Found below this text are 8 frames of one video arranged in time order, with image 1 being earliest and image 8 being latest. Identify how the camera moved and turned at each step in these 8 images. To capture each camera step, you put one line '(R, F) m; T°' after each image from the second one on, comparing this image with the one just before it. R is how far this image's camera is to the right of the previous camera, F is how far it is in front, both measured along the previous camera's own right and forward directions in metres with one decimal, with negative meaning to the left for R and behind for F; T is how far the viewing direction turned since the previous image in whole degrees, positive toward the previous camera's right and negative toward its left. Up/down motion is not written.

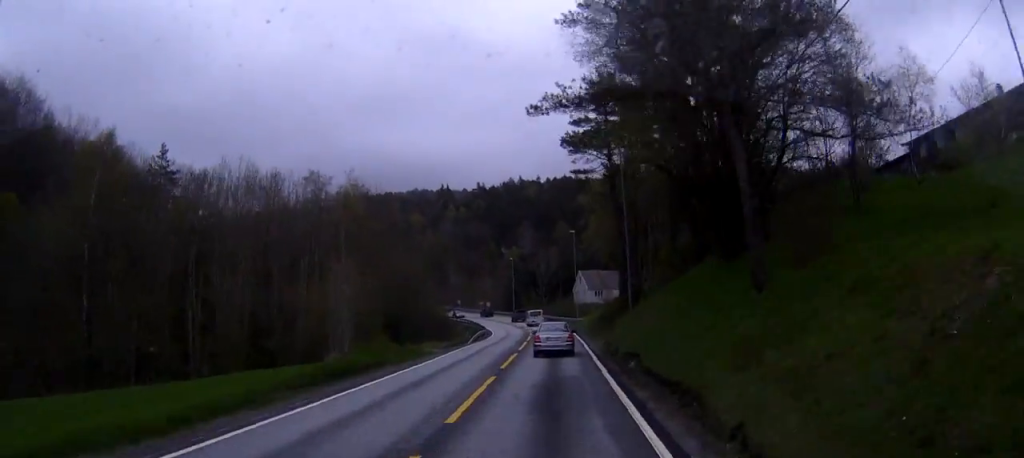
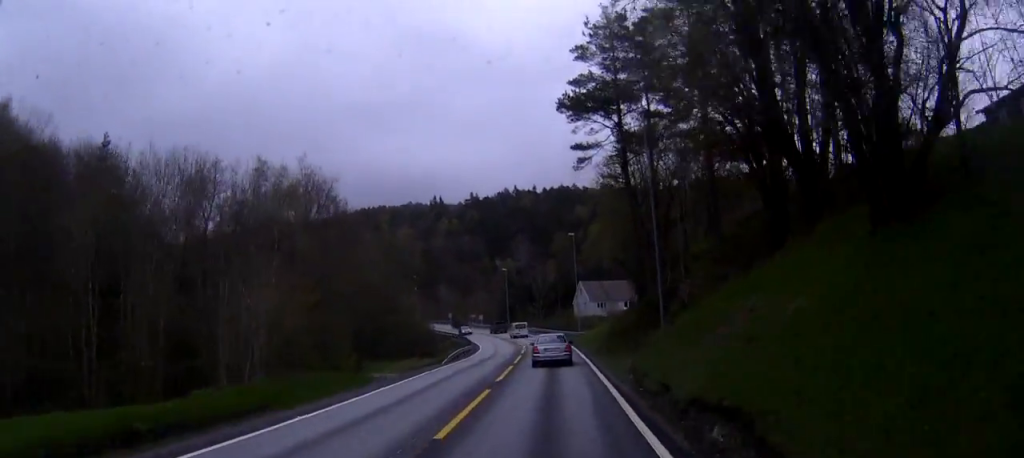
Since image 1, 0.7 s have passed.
(0.0, +13.1) m; 0°
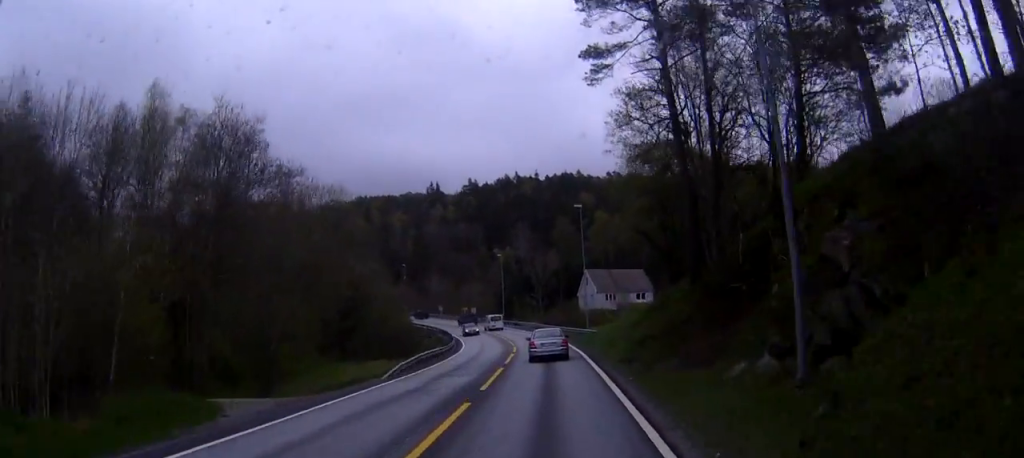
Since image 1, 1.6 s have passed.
(0.0, +16.1) m; 0°
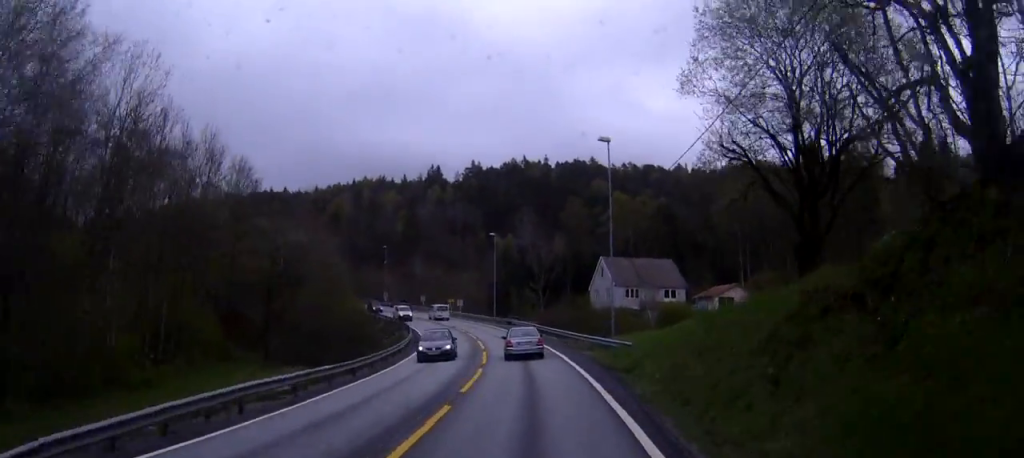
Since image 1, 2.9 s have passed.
(0.0, +24.6) m; -1°
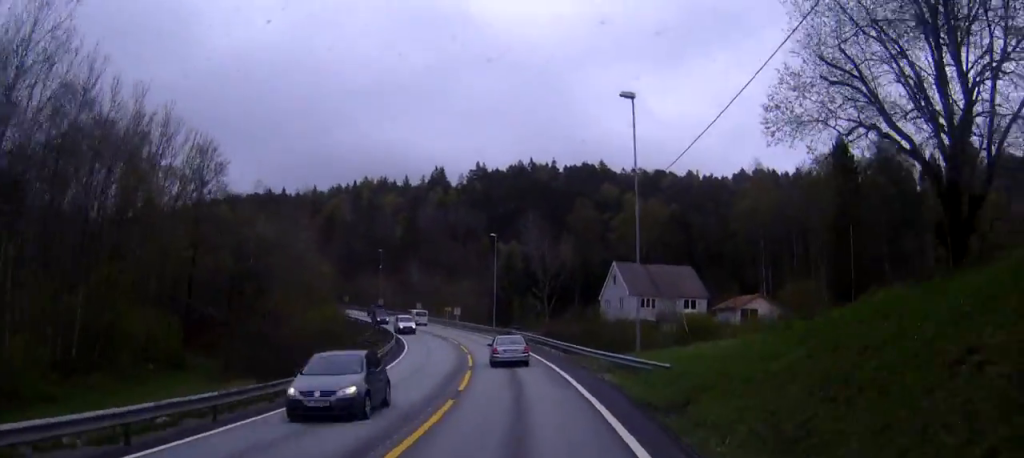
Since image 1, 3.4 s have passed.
(+0.1, +9.2) m; -2°
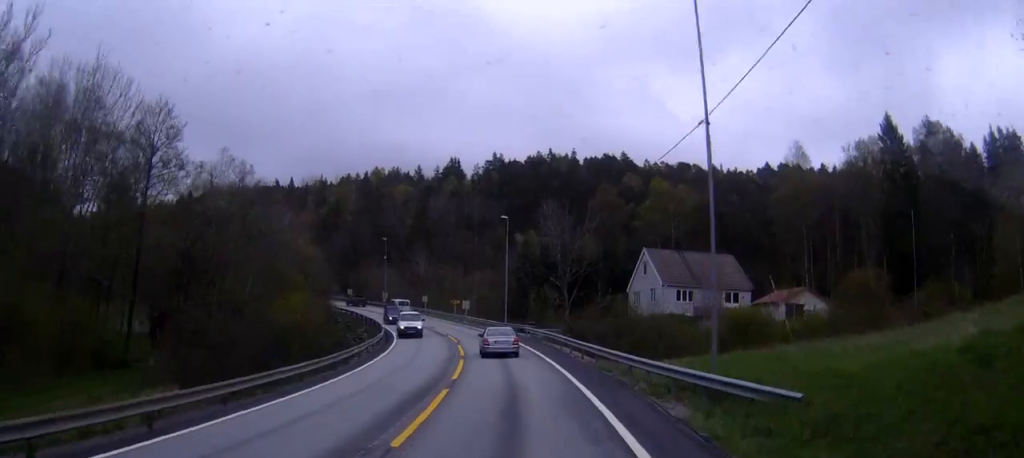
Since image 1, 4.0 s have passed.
(-0.4, +11.0) m; -2°
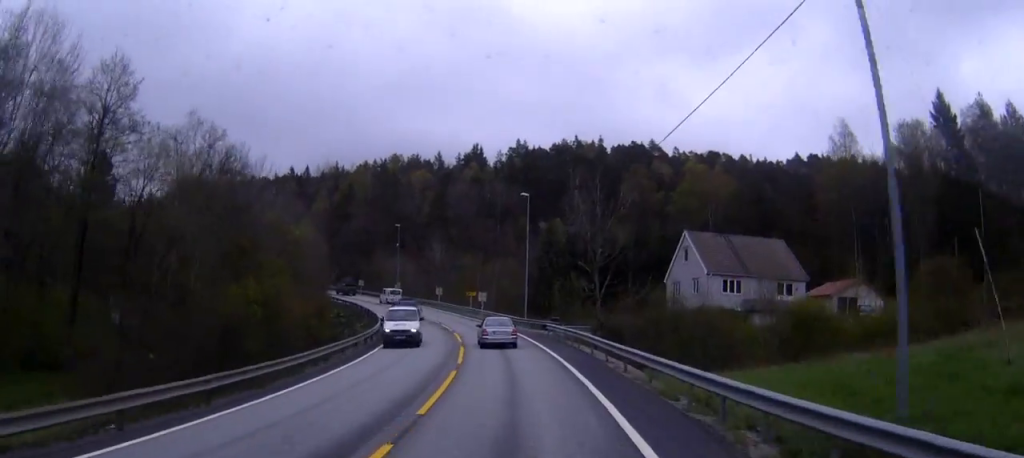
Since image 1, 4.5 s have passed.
(-0.2, +9.2) m; -2°
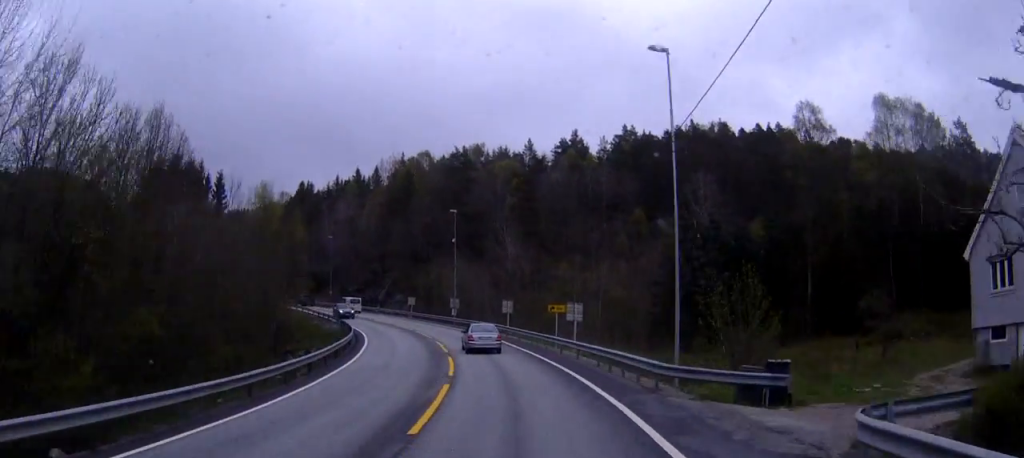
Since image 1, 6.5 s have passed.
(-2.8, +37.3) m; -6°
